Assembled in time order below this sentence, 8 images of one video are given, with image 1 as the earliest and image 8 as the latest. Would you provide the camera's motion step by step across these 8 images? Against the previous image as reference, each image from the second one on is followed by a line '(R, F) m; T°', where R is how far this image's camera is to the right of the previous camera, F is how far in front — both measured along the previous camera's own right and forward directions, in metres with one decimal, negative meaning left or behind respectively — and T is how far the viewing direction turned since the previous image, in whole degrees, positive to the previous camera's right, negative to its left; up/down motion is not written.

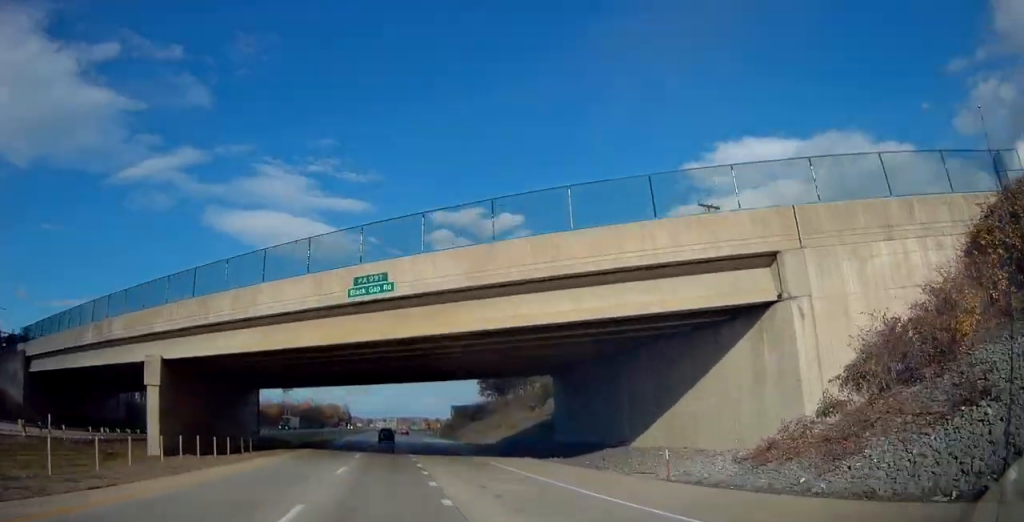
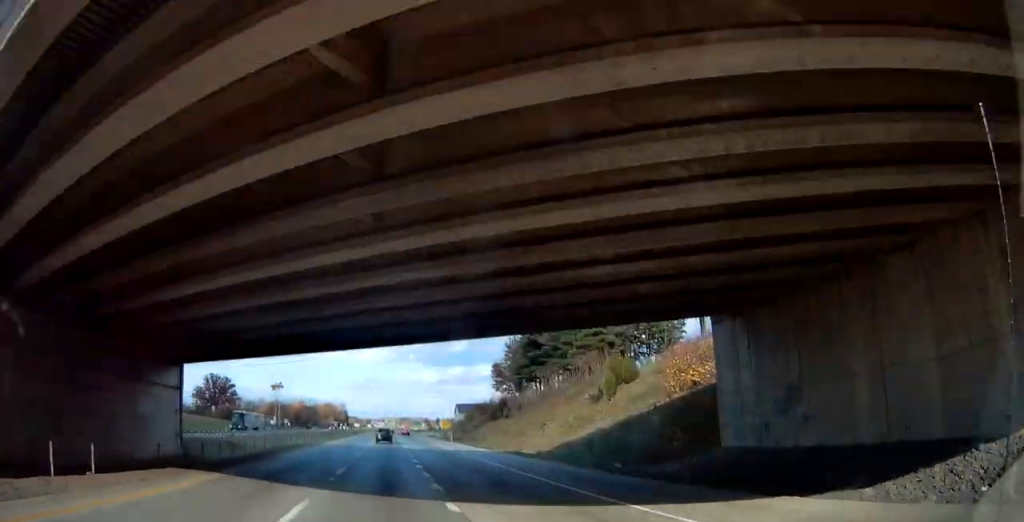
(+0.2, +23.7) m; 0°
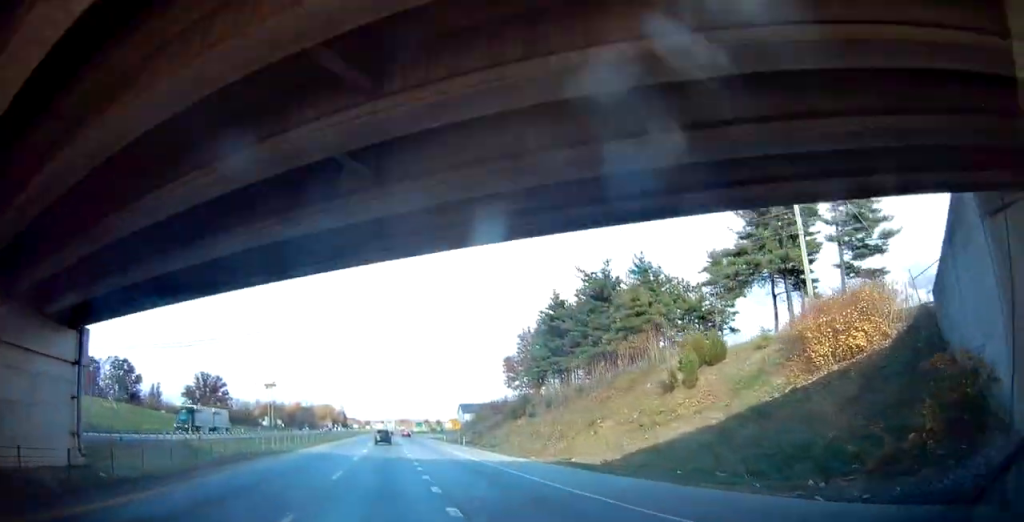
(+0.2, +14.2) m; 0°
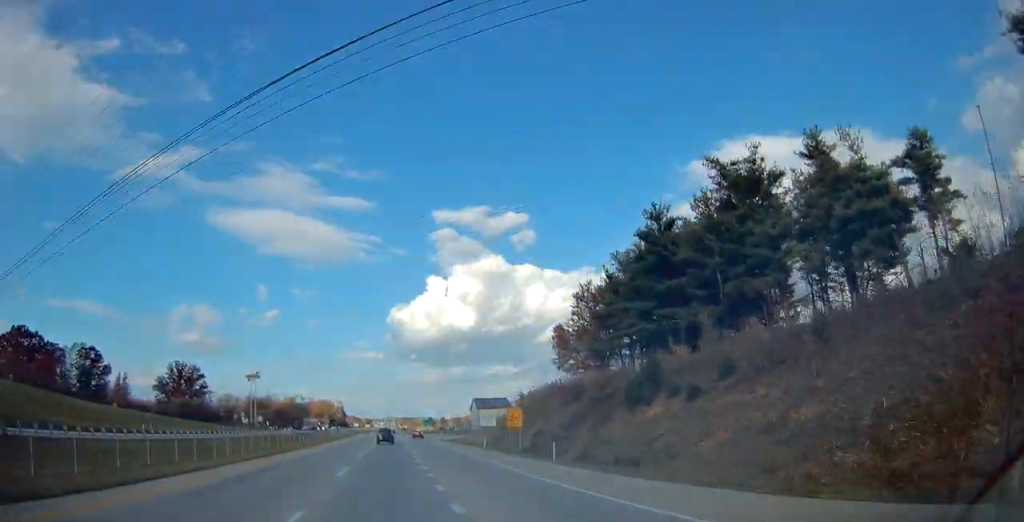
(-0.4, +35.9) m; -1°
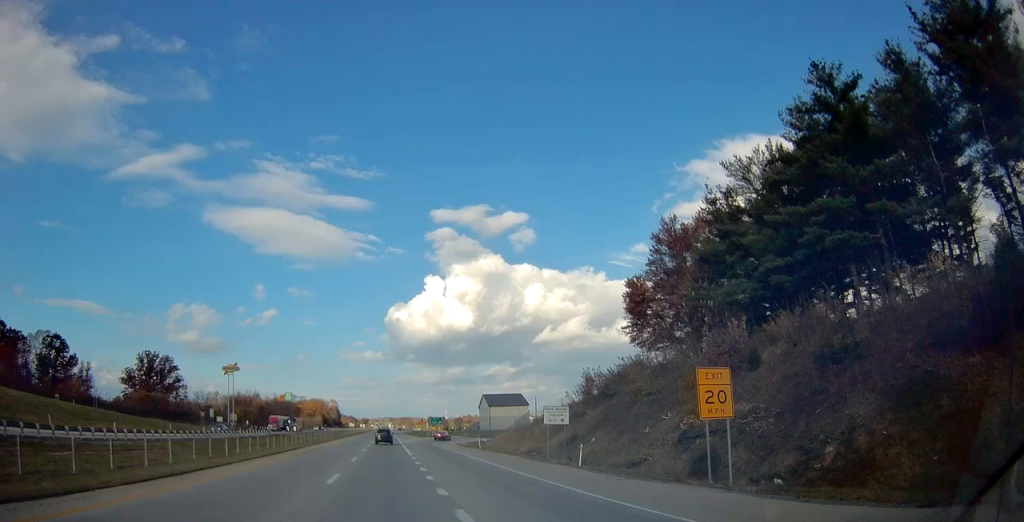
(0.0, +28.3) m; 0°
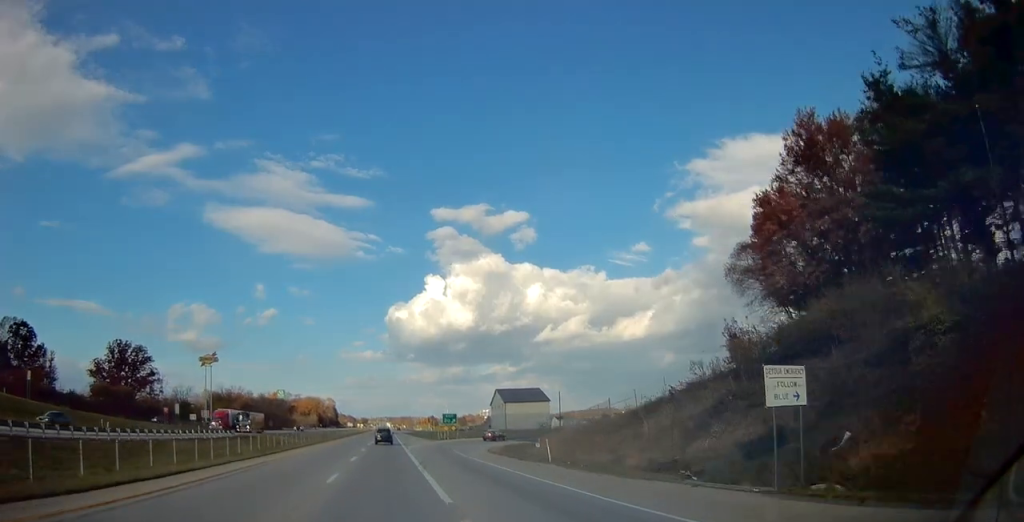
(0.0, +24.2) m; 0°
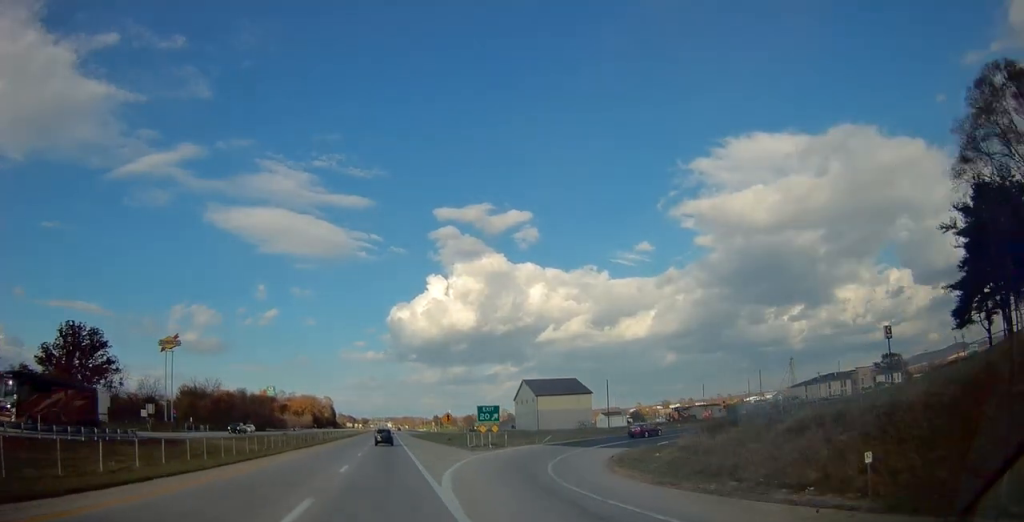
(0.0, +32.2) m; 0°
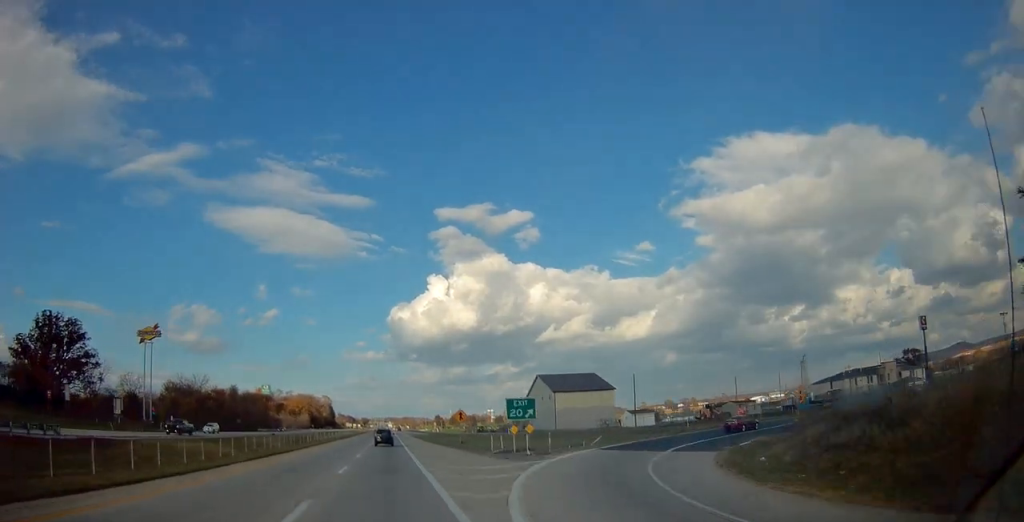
(0.0, +12.9) m; 0°
